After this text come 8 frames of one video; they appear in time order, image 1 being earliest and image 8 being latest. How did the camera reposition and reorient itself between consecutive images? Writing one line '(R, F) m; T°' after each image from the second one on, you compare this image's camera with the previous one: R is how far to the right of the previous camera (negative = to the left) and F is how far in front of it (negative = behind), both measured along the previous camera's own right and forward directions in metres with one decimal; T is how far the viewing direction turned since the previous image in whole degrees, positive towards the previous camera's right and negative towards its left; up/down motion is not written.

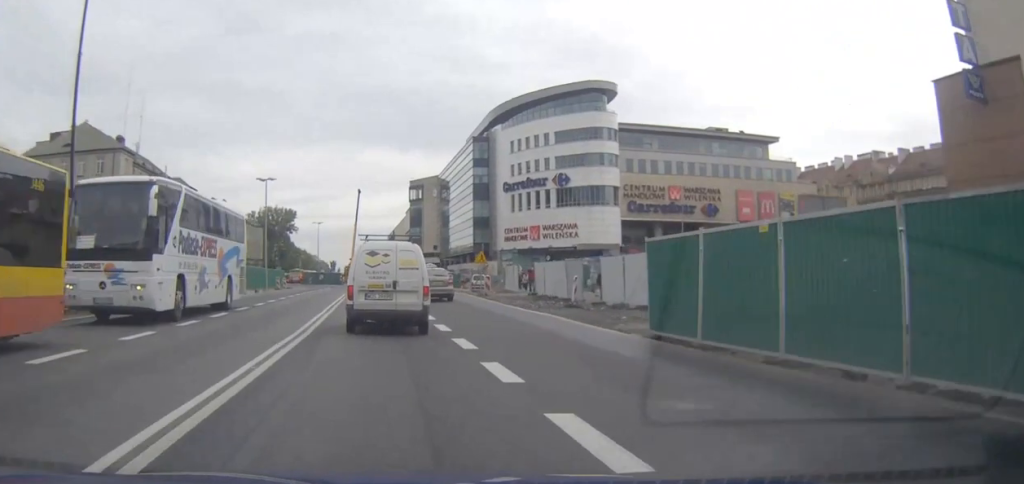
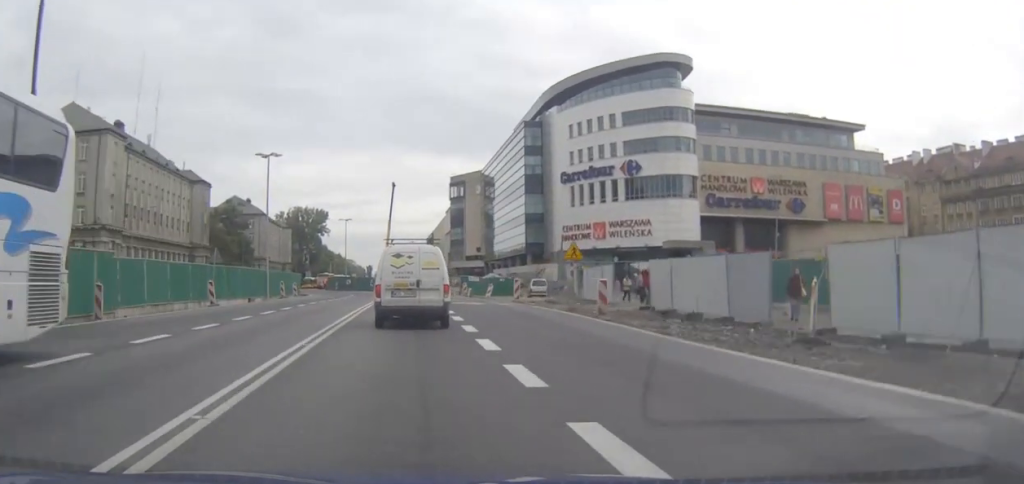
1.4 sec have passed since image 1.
(-0.5, +16.9) m; -3°
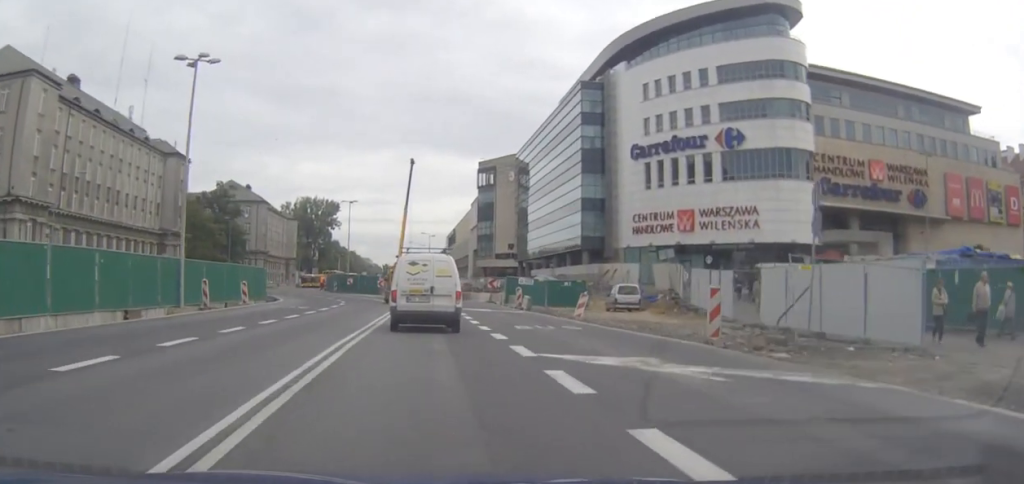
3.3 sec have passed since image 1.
(-0.4, +24.3) m; -1°
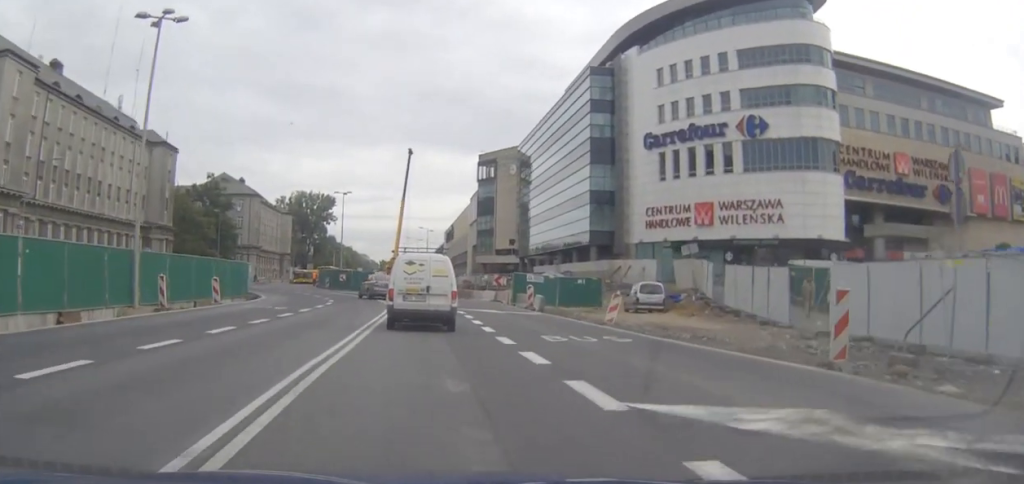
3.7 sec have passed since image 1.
(0.0, +5.3) m; 0°
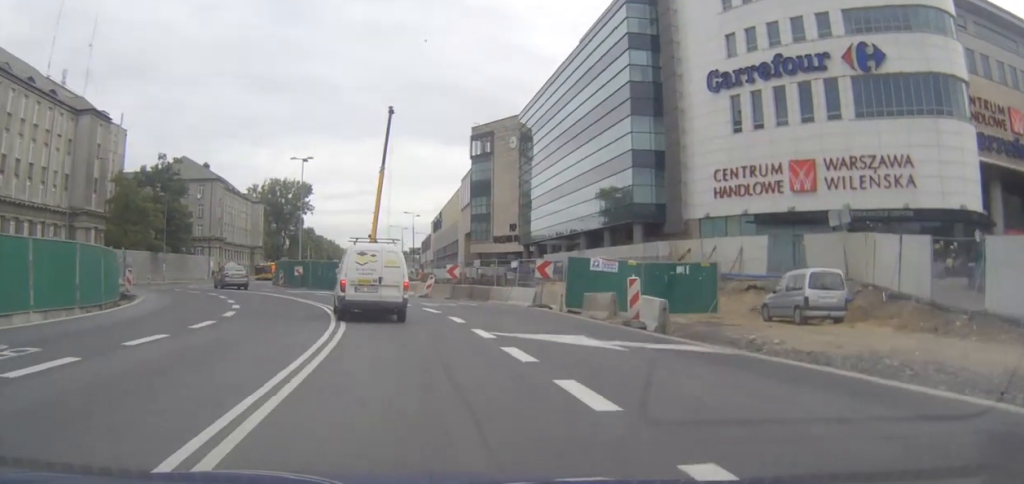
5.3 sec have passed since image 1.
(+0.1, +20.4) m; -1°
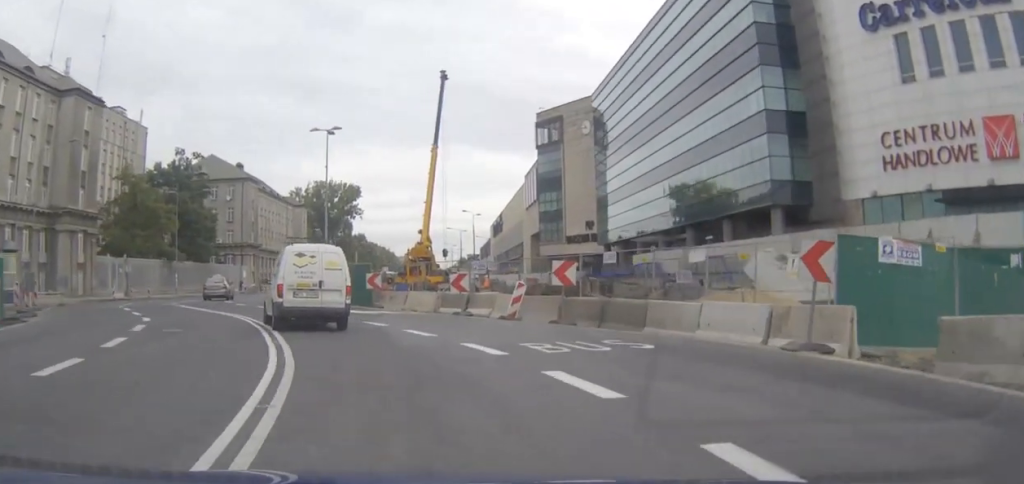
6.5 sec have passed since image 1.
(-0.5, +15.5) m; -6°
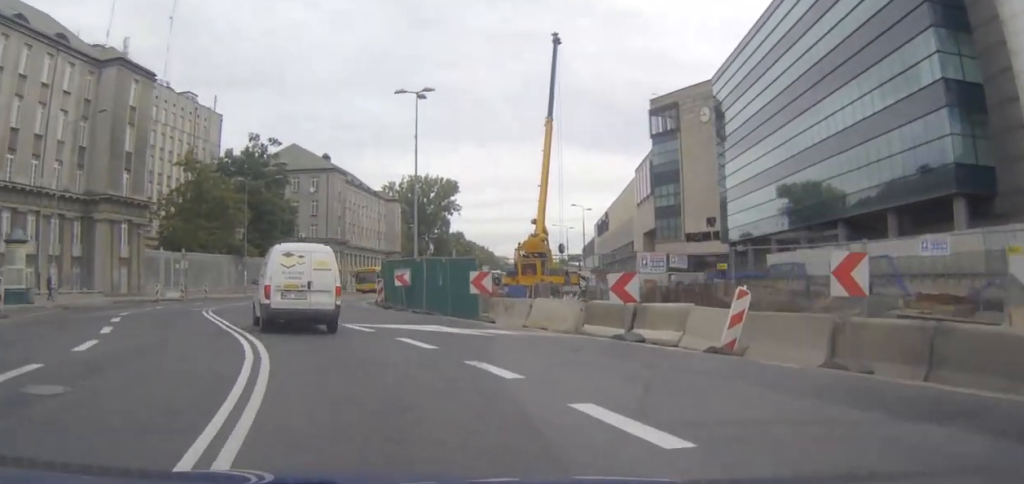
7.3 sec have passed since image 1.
(-0.4, +9.7) m; -7°
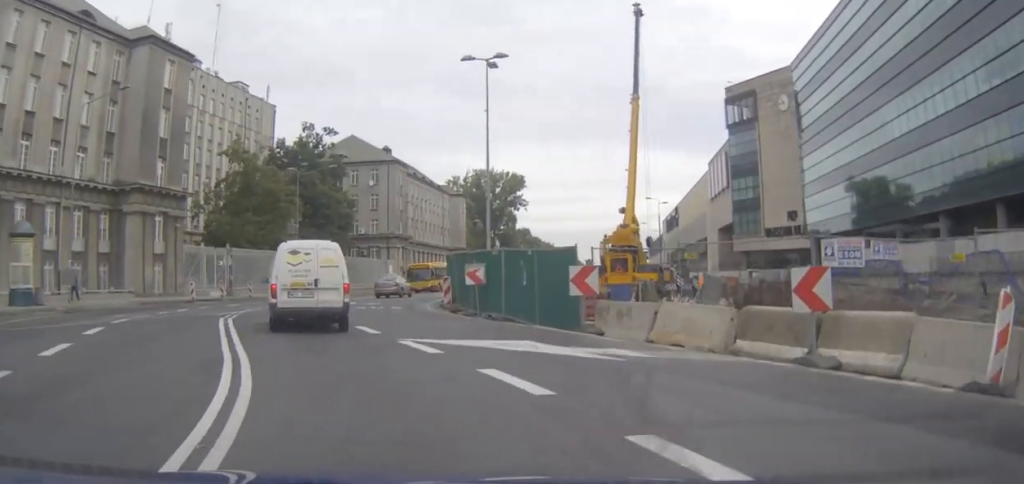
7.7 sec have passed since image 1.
(-0.3, +5.3) m; -4°
